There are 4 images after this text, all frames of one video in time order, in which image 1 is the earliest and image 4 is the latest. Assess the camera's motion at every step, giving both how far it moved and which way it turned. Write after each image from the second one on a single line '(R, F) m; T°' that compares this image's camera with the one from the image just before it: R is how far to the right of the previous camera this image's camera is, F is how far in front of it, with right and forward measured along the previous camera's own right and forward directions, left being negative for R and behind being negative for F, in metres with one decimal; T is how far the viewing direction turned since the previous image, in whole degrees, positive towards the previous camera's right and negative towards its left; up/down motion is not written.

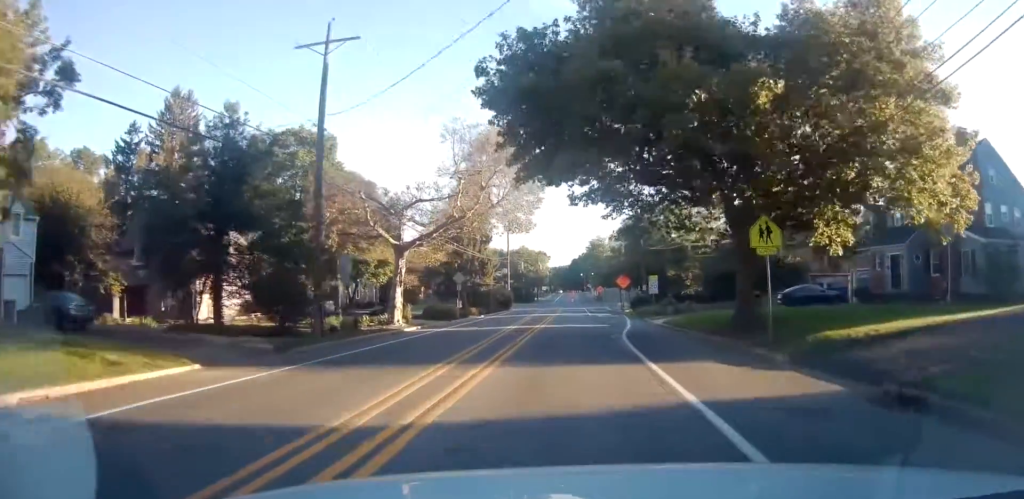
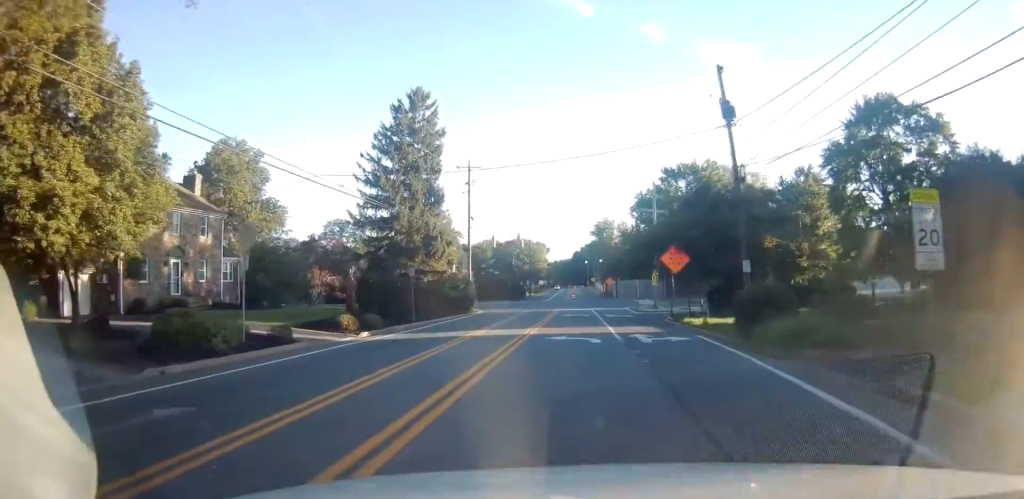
(0.0, +32.9) m; 0°
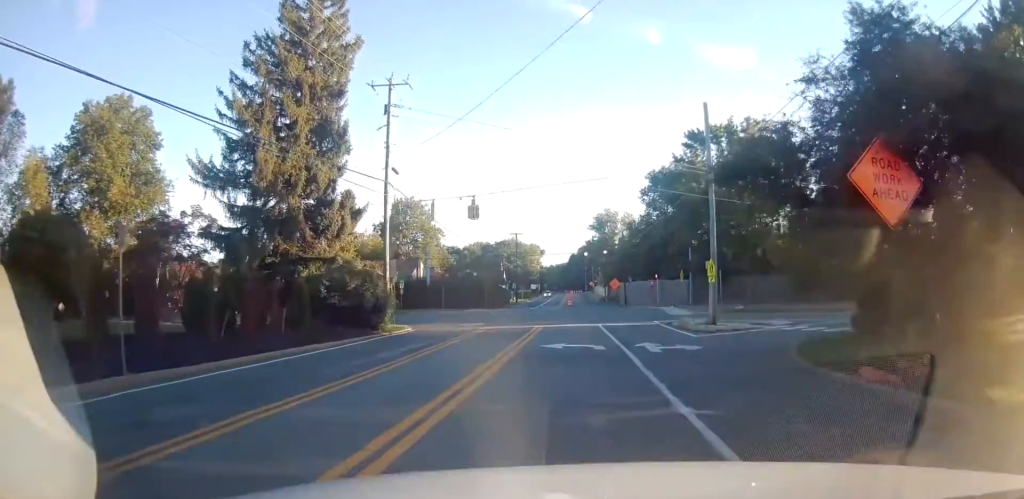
(+0.1, +22.9) m; 0°
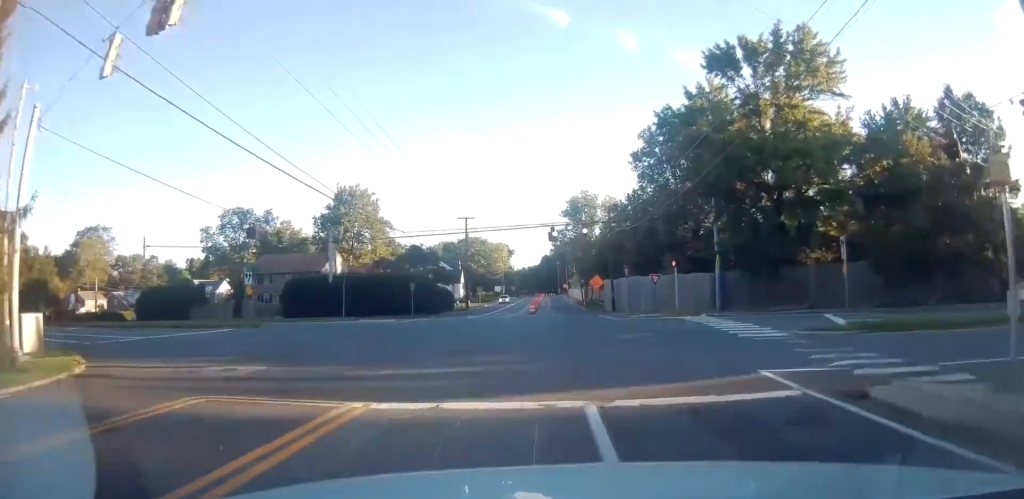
(-0.1, +22.8) m; 0°
